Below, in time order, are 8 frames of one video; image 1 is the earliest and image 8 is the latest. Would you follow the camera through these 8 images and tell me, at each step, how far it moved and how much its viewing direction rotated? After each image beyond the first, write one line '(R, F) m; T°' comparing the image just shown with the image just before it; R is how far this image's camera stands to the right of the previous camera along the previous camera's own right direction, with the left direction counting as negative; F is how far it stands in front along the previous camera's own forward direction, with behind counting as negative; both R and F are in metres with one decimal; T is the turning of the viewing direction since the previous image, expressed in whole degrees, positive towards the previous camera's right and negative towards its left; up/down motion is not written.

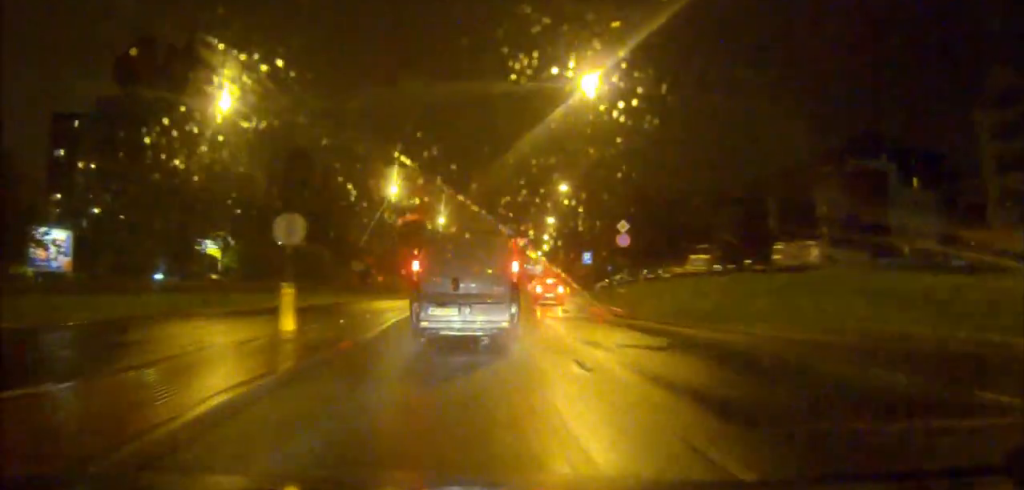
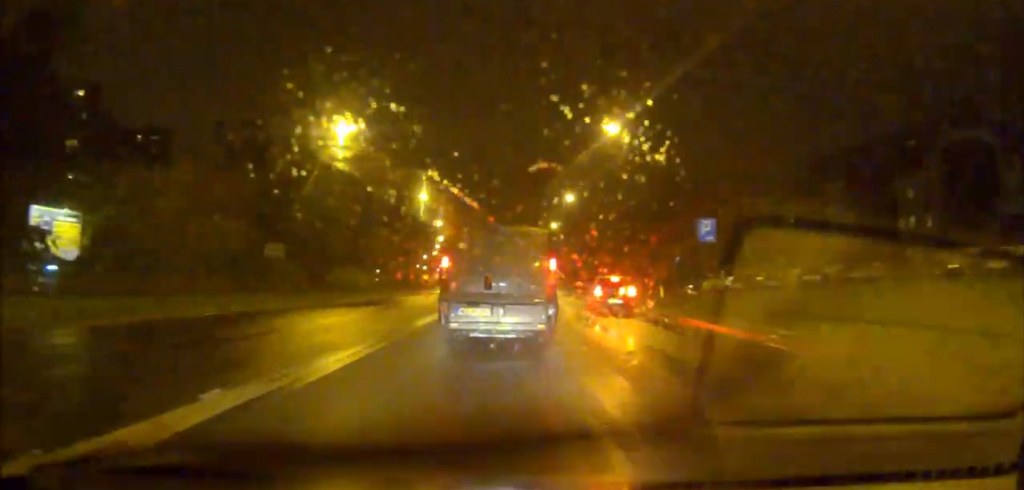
(+0.2, +26.3) m; +2°
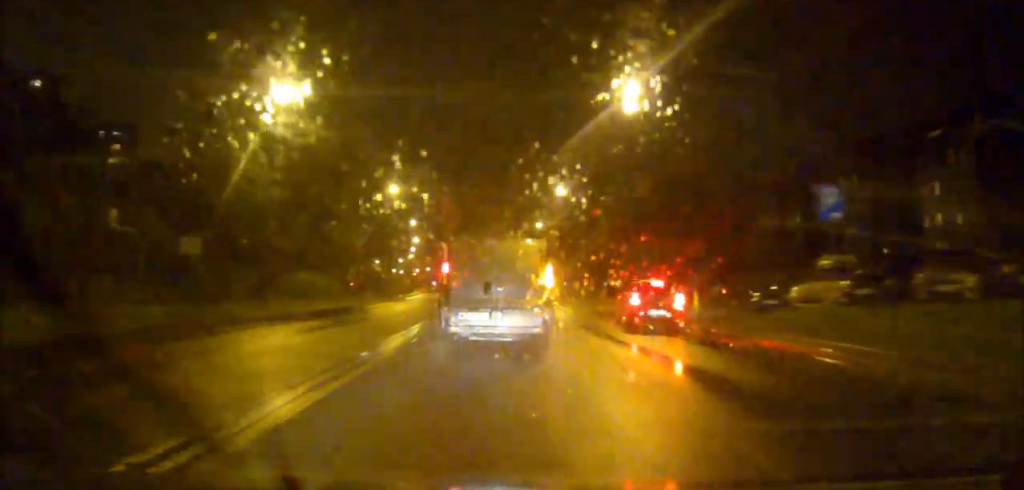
(+0.1, +10.2) m; +1°
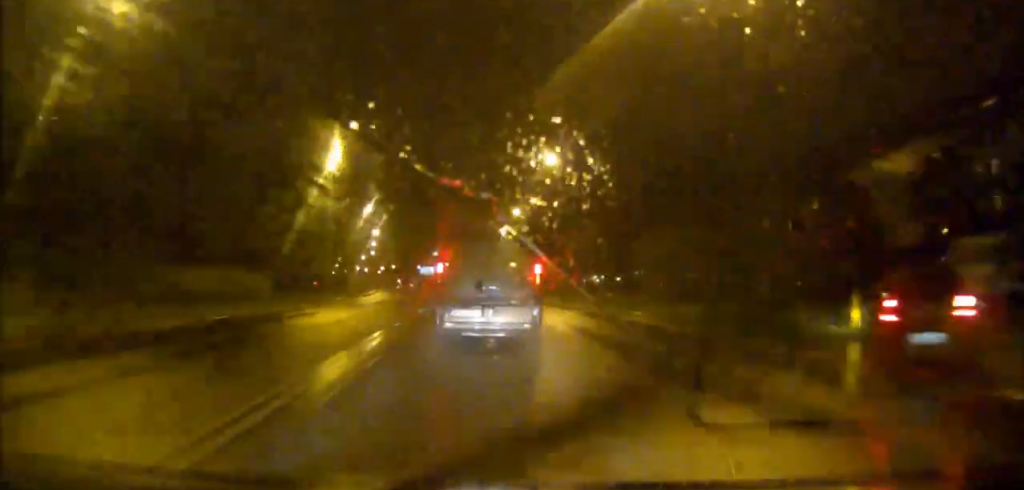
(+0.3, +16.3) m; +1°
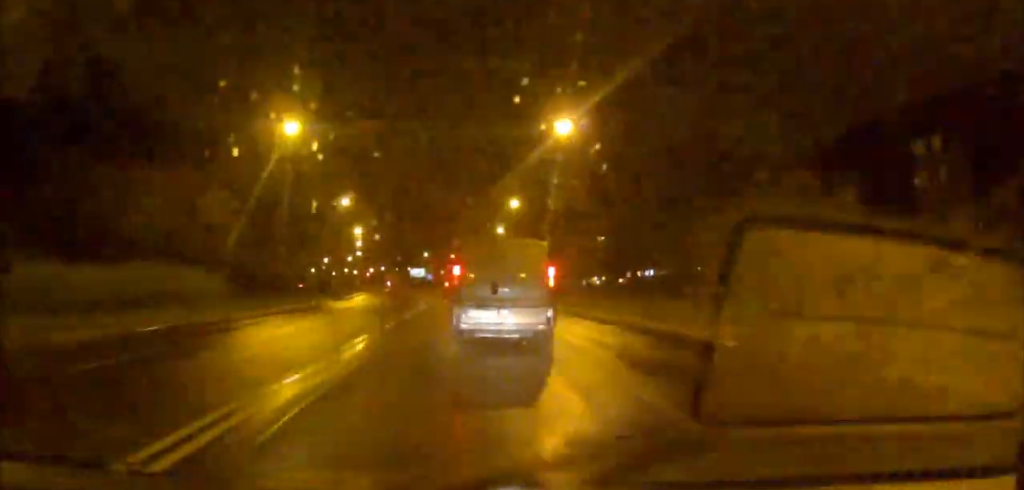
(+0.1, +11.4) m; 0°
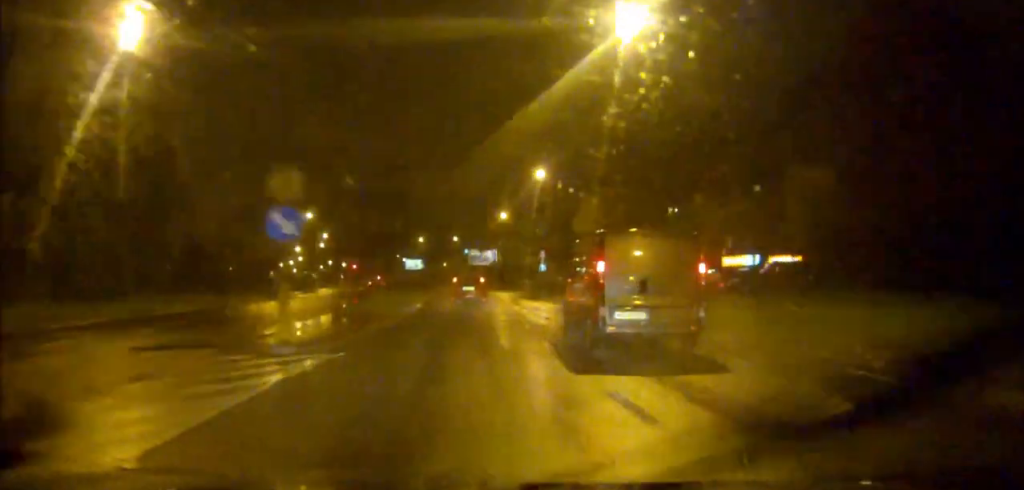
(0.0, +54.5) m; 0°
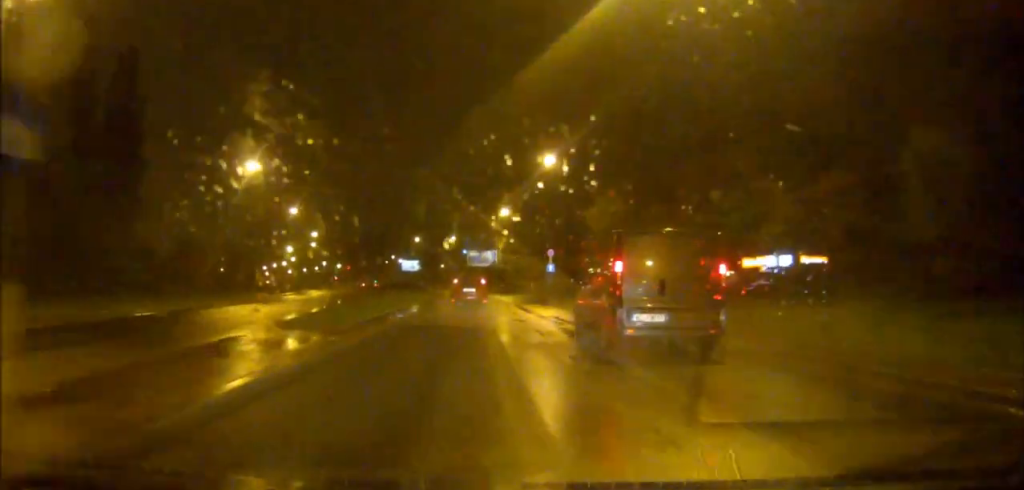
(0.0, +8.0) m; 0°
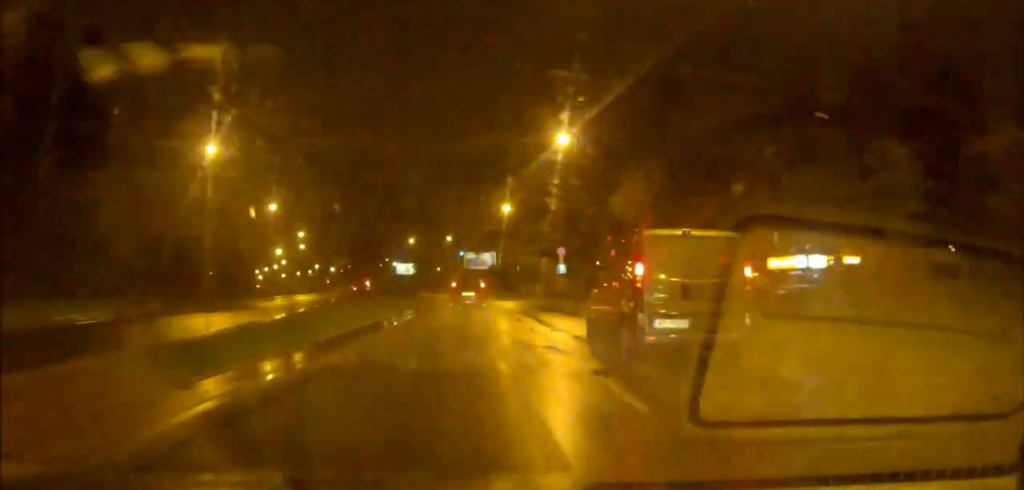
(0.0, +8.7) m; 0°
